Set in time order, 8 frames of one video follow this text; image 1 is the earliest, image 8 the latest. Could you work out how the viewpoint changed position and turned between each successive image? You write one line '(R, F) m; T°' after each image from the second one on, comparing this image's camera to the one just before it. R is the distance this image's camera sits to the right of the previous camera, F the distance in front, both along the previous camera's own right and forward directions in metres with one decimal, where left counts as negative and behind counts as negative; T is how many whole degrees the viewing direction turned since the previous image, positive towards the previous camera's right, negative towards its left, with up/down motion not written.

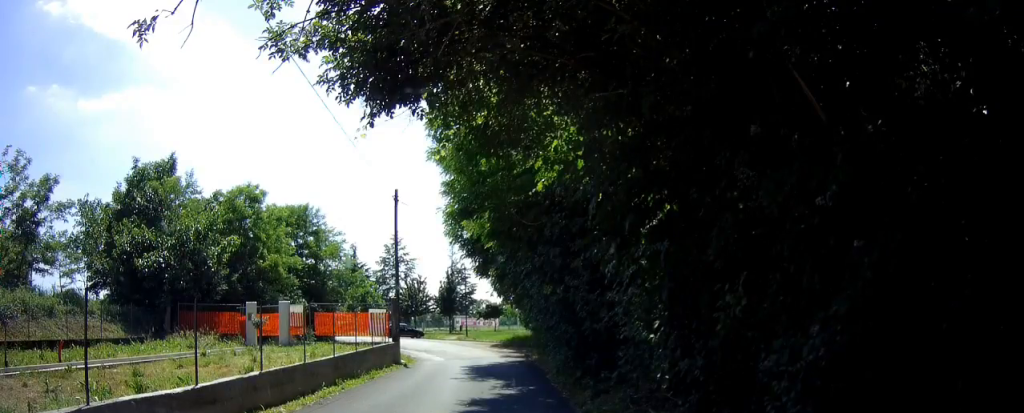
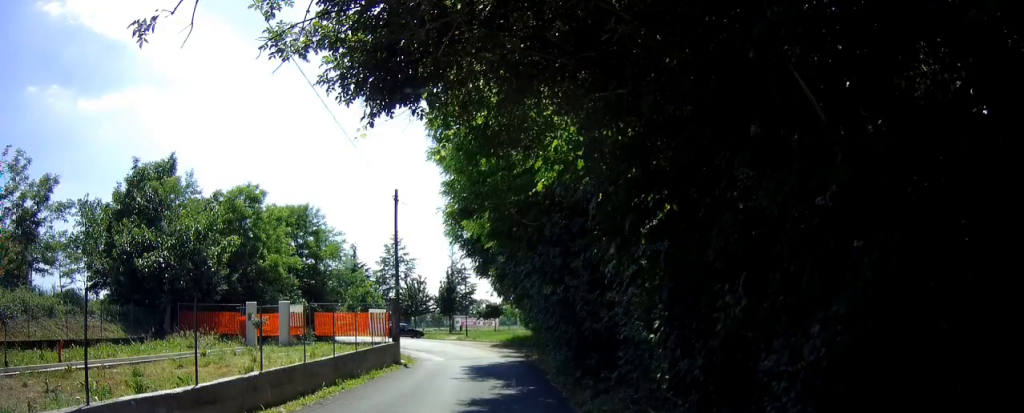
(+0.4, +0.1) m; 0°
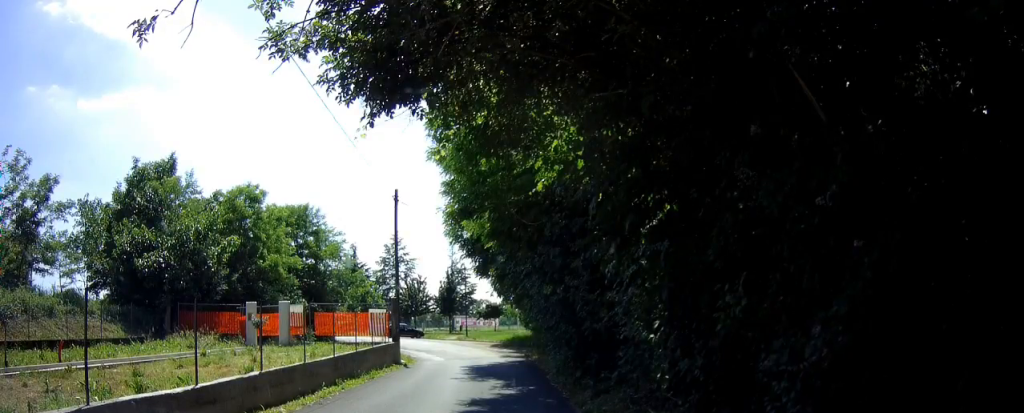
(+0.2, -0.1) m; 0°
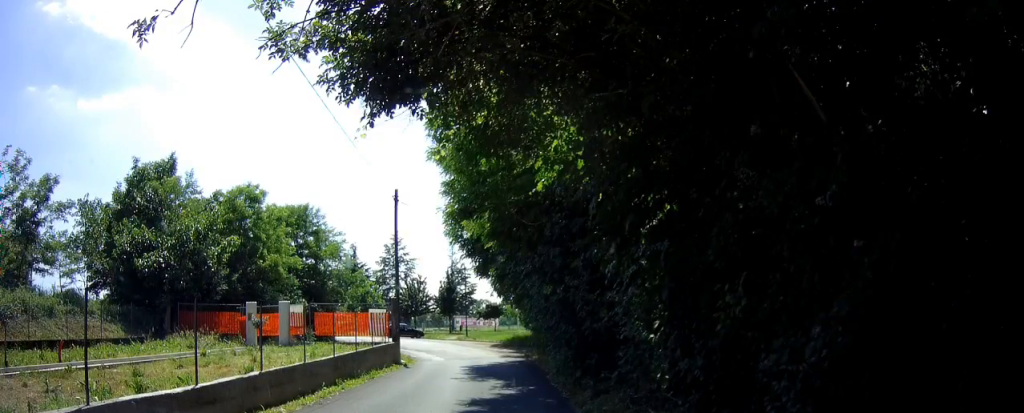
(+0.1, 0.0) m; 0°
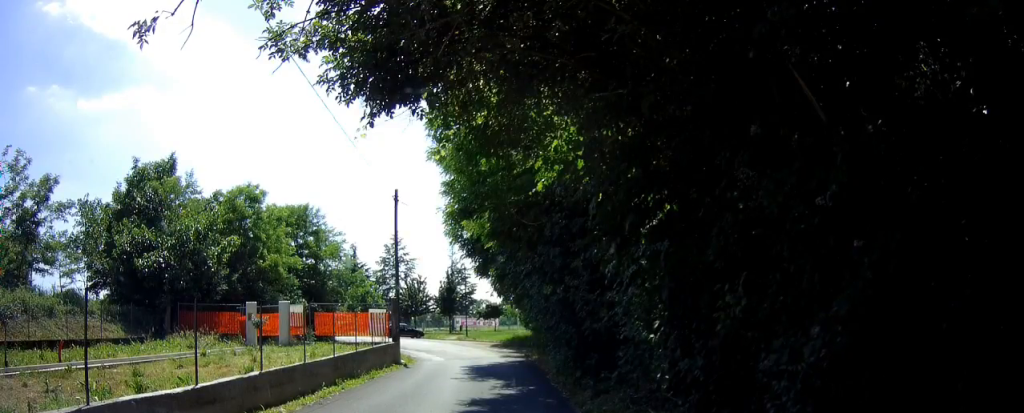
(+0.1, 0.0) m; 0°
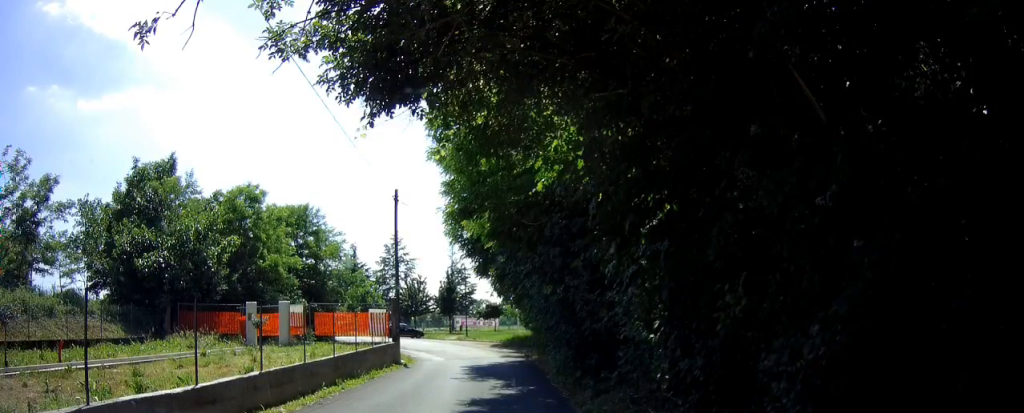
(+0.1, +0.1) m; 0°
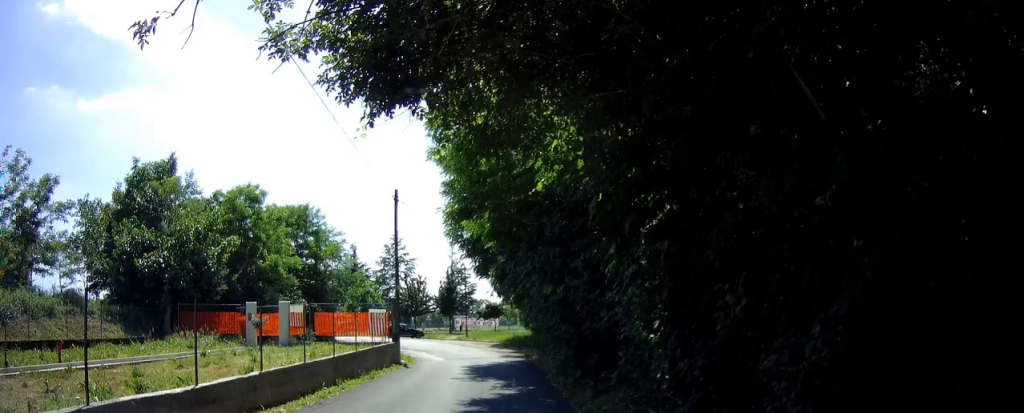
(+0.2, +0.2) m; 0°
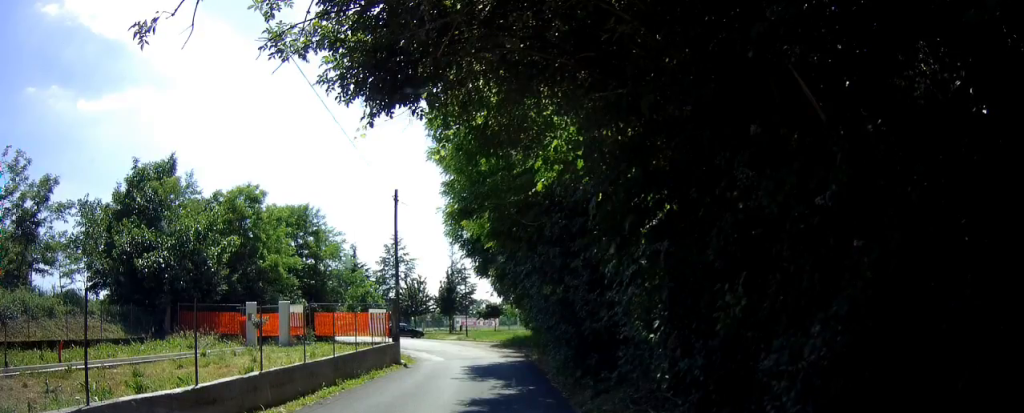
(0.0, 0.0) m; 0°
